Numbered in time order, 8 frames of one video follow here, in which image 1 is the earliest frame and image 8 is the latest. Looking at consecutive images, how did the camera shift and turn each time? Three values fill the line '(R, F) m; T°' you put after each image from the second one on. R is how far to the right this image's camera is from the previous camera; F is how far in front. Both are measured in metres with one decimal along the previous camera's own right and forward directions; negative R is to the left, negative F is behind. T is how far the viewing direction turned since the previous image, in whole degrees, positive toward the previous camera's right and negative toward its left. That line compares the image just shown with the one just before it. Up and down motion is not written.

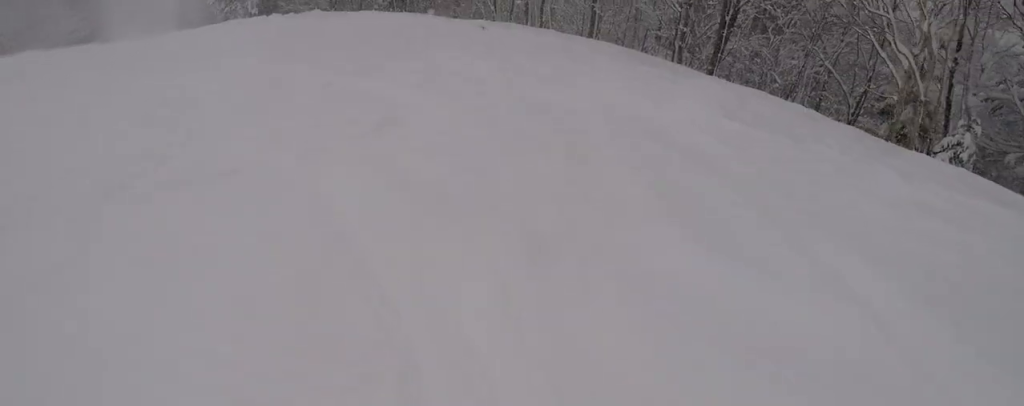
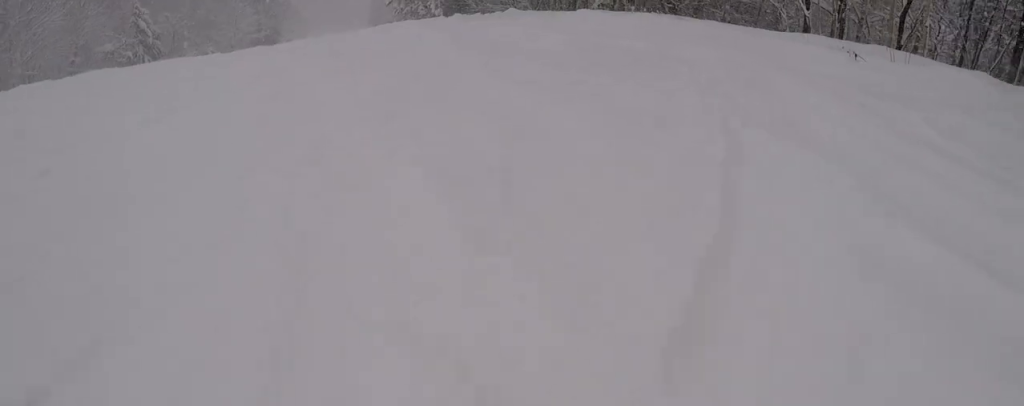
(-1.2, +11.3) m; -15°
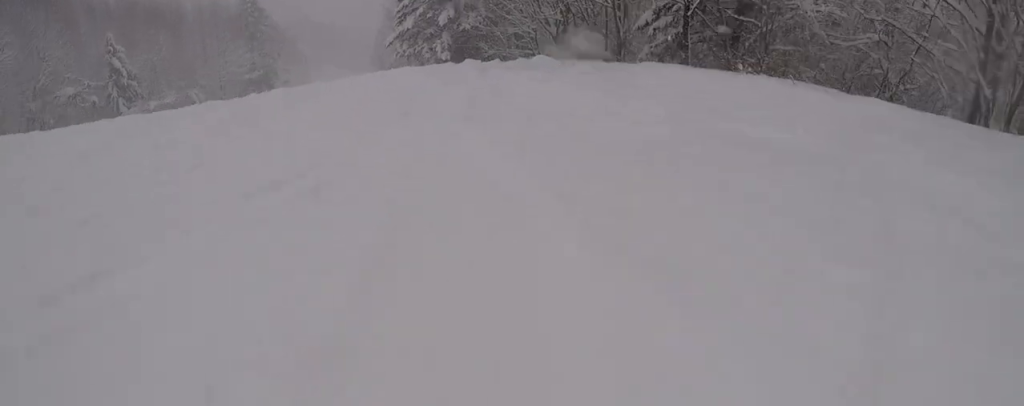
(-0.5, +5.6) m; -8°
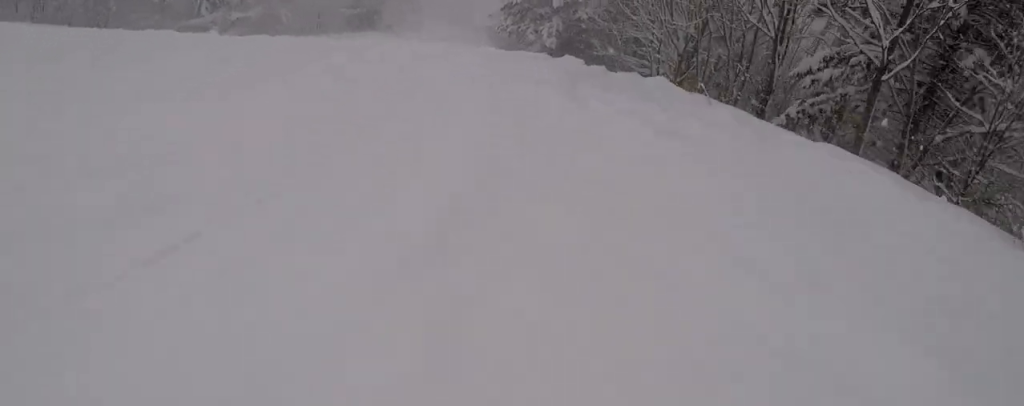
(+0.1, +5.2) m; -9°
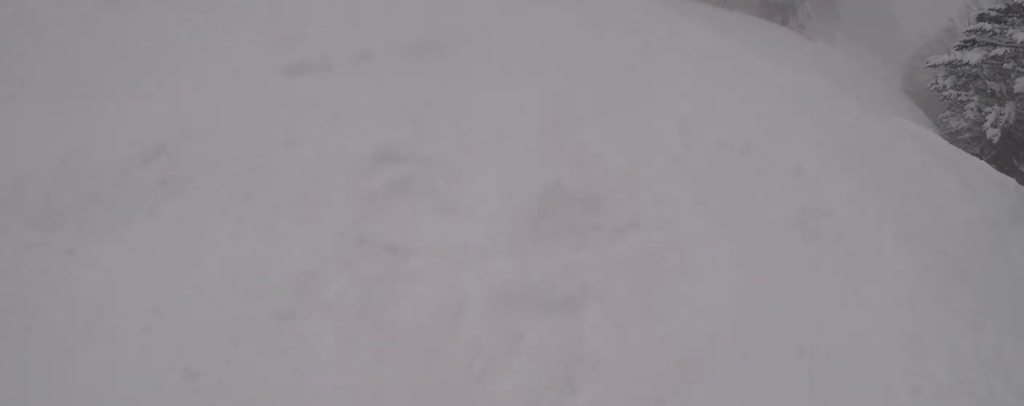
(-1.4, +6.0) m; -23°
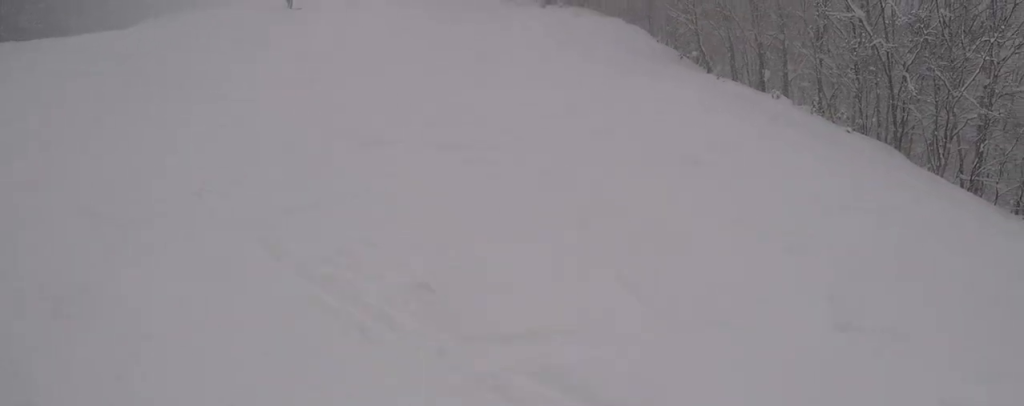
(-1.0, +4.4) m; -28°
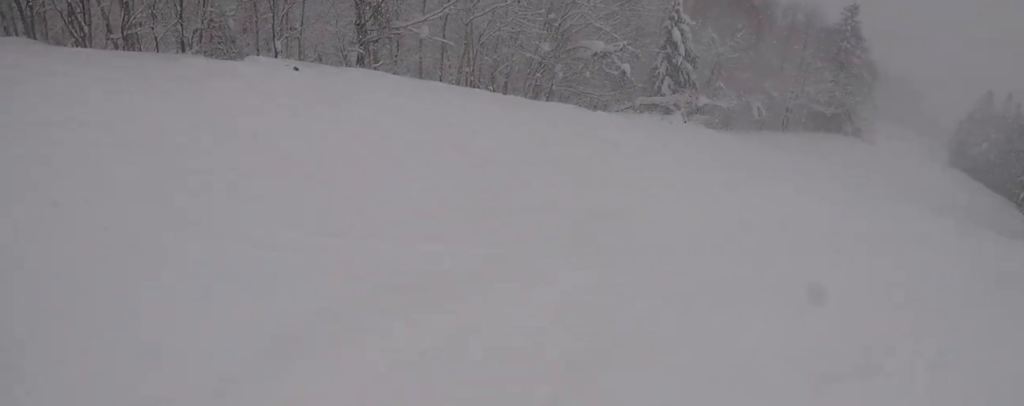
(-1.1, +3.2) m; -6°
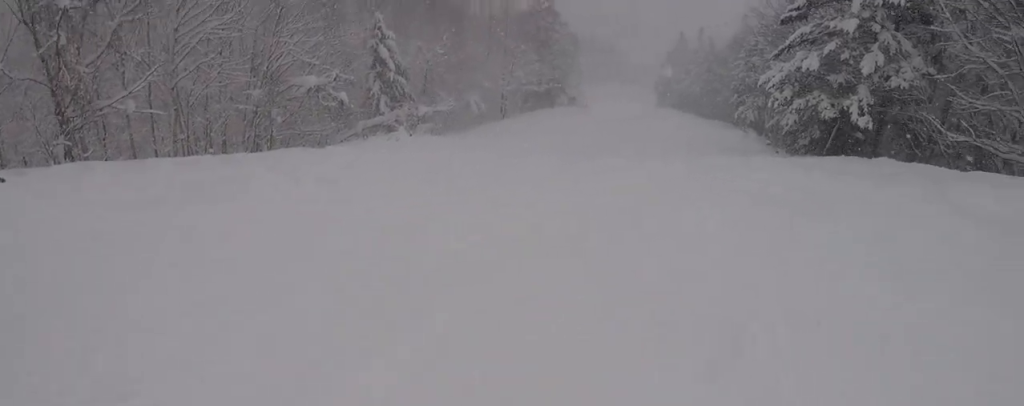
(+0.3, +1.7) m; +17°
